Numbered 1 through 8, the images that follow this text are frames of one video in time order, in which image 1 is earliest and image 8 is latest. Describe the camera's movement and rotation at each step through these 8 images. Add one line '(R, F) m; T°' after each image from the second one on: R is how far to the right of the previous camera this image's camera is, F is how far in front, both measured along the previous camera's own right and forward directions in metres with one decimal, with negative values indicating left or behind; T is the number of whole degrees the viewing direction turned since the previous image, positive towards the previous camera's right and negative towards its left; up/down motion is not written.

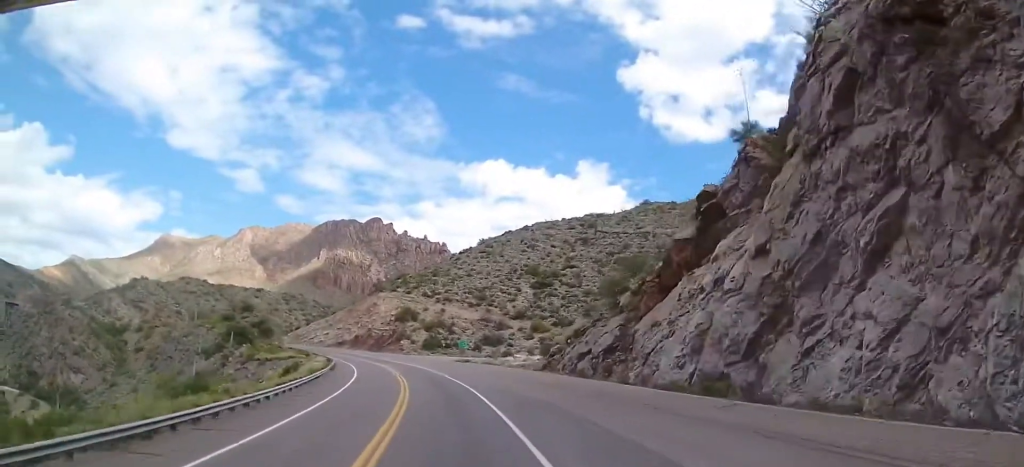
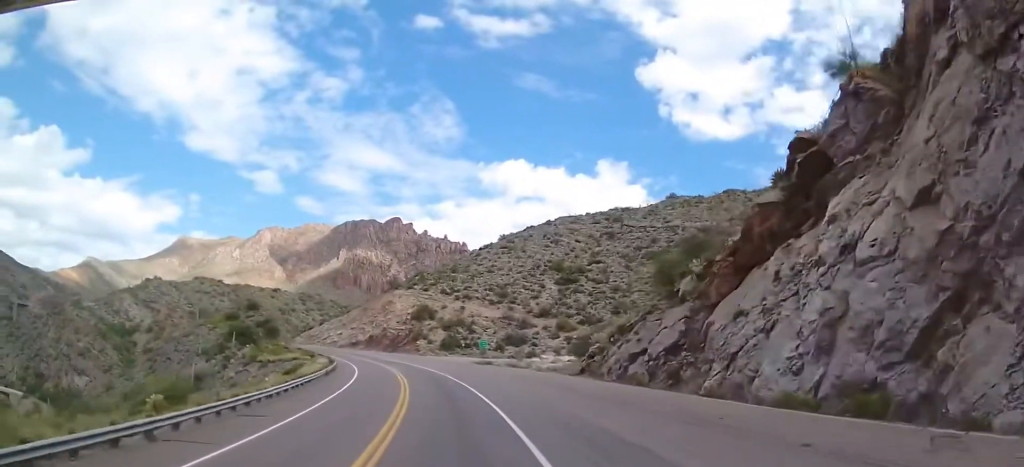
(-0.1, +9.3) m; -2°
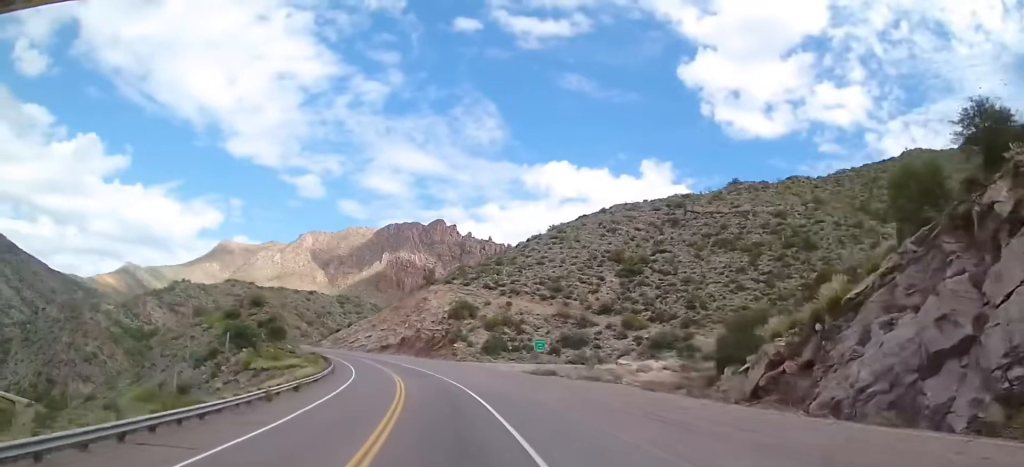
(-1.3, +22.2) m; -4°
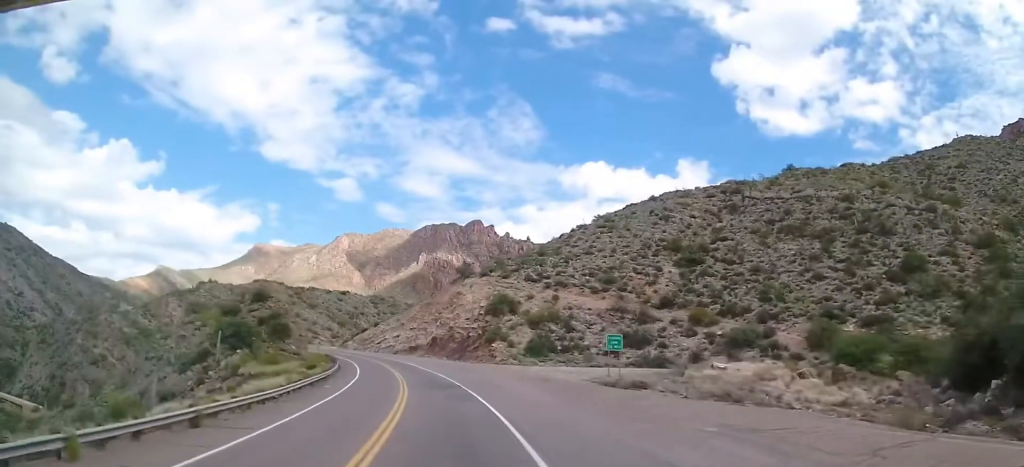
(+0.2, +16.8) m; -3°
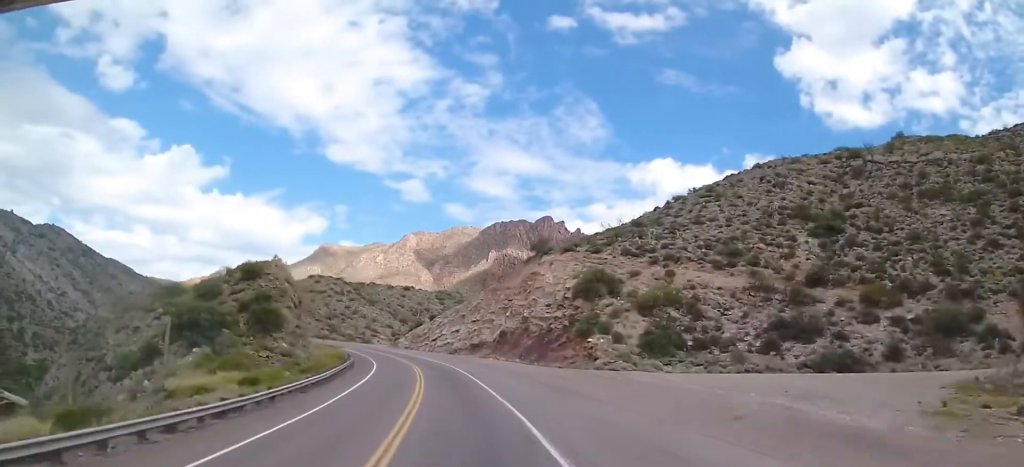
(-3.0, +31.2) m; -9°
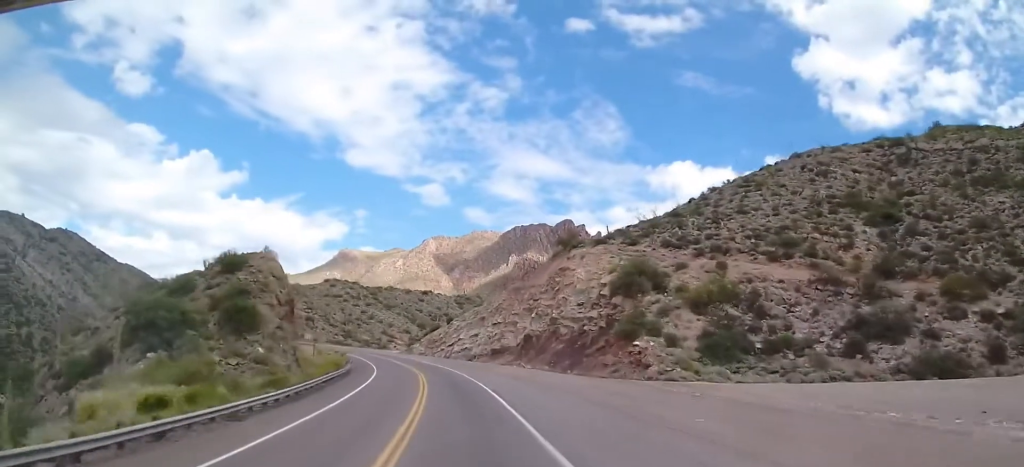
(-0.2, +11.9) m; -3°
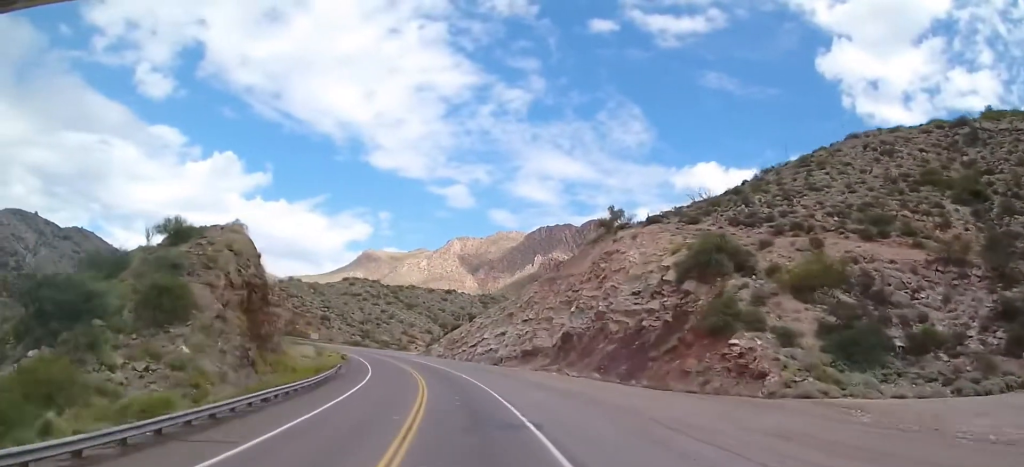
(-0.7, +16.8) m; -4°
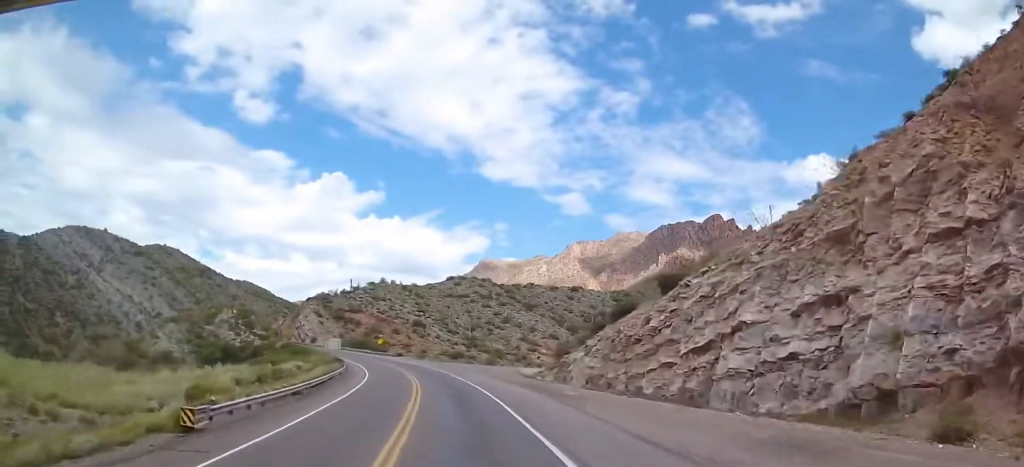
(-8.1, +68.2) m; -13°
